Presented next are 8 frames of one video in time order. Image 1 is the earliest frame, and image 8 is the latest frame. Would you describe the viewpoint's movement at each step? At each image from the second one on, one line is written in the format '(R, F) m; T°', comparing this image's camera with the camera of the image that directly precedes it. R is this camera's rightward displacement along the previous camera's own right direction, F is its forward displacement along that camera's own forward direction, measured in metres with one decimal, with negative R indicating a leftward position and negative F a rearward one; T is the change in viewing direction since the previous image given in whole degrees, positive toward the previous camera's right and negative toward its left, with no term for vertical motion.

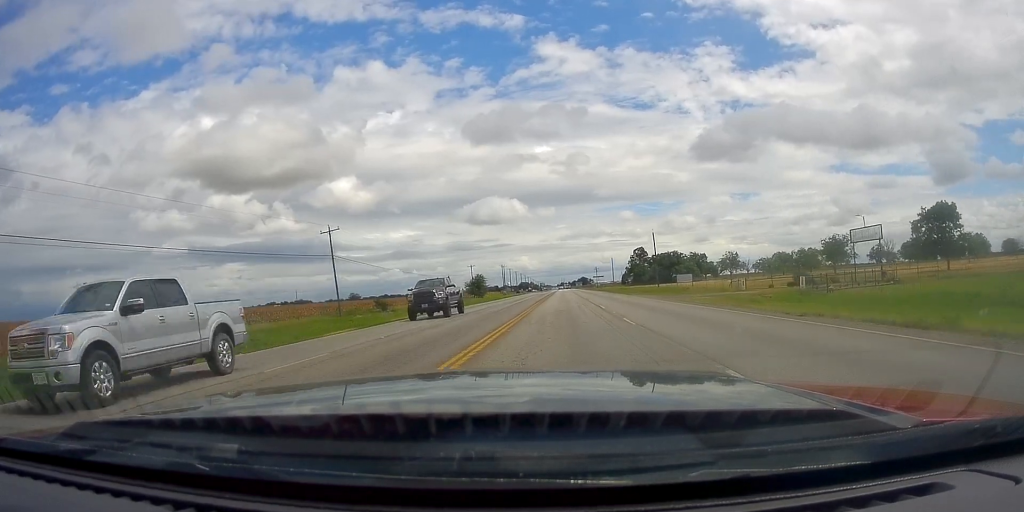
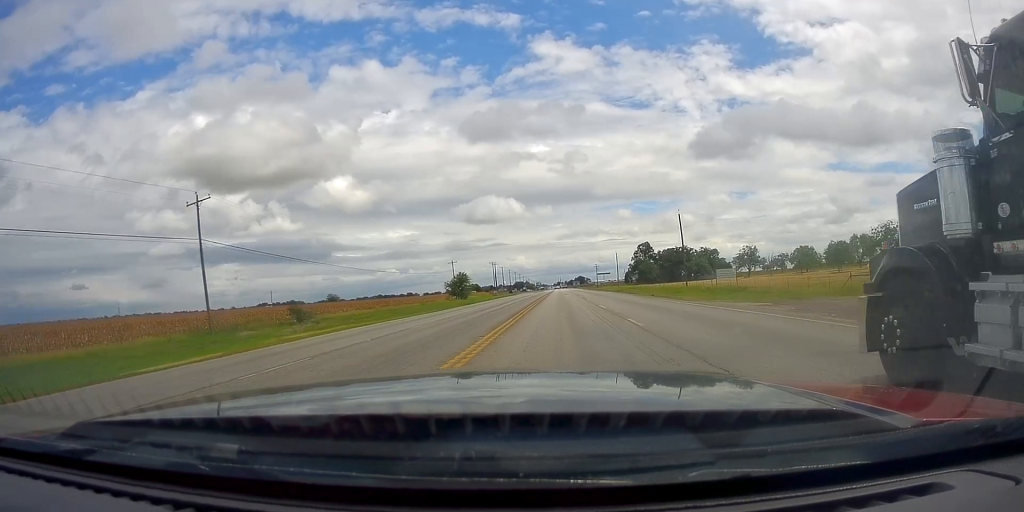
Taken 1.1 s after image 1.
(0.0, +26.4) m; +2°
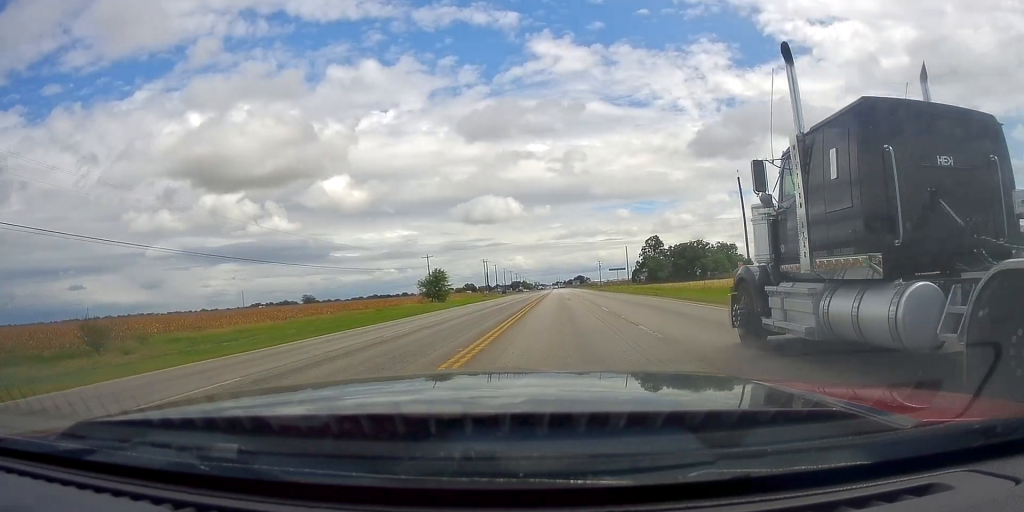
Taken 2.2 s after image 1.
(+0.9, +28.2) m; 0°
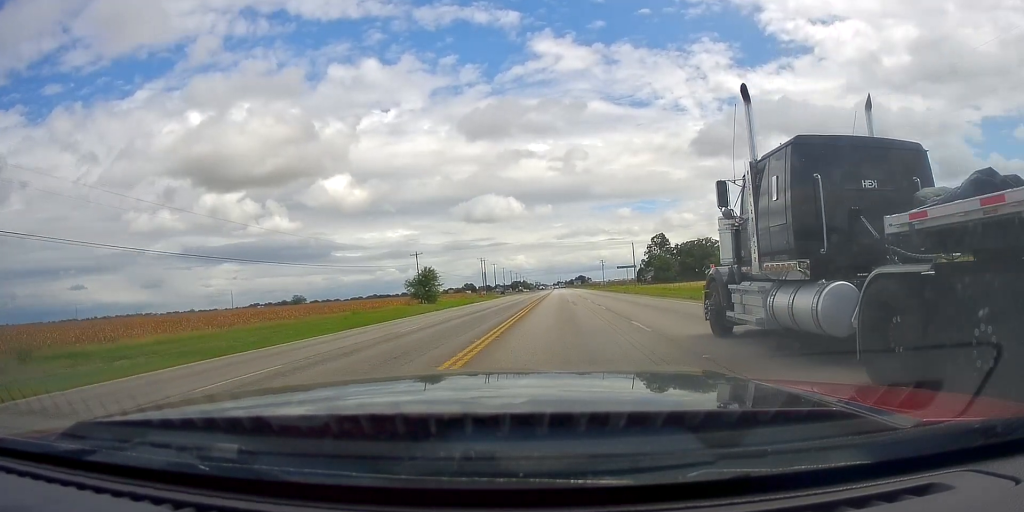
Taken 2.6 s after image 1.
(-0.4, +10.9) m; -1°
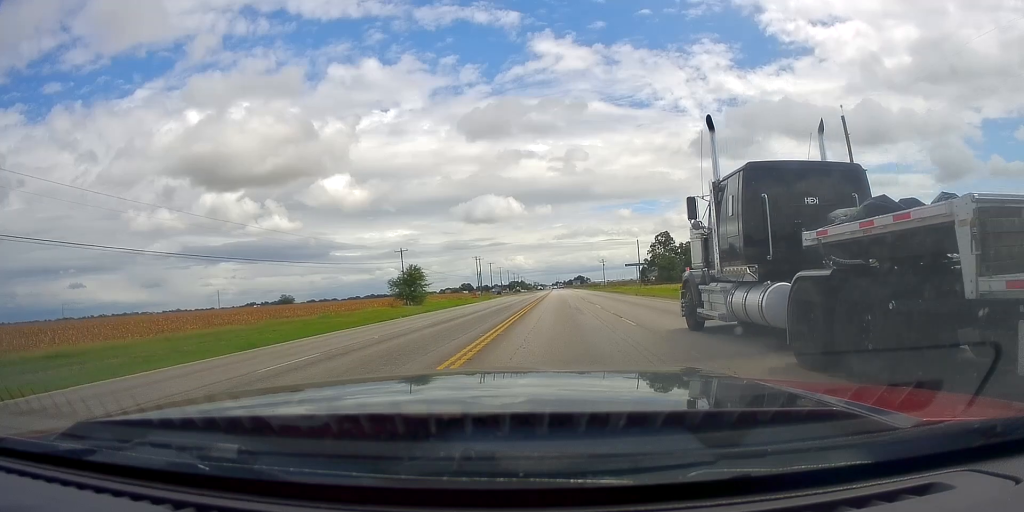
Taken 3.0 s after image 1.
(-0.2, +10.5) m; -1°
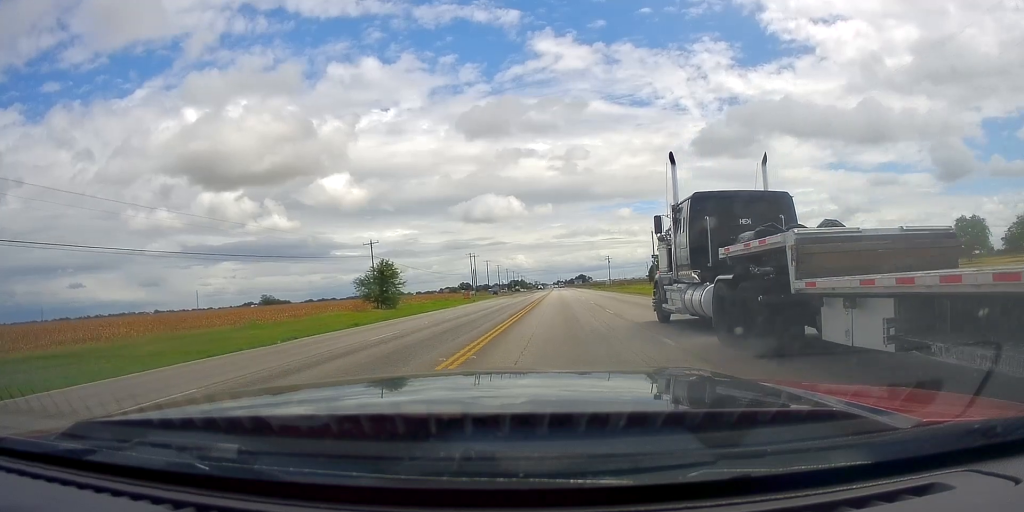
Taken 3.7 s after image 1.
(-0.1, +17.9) m; 0°
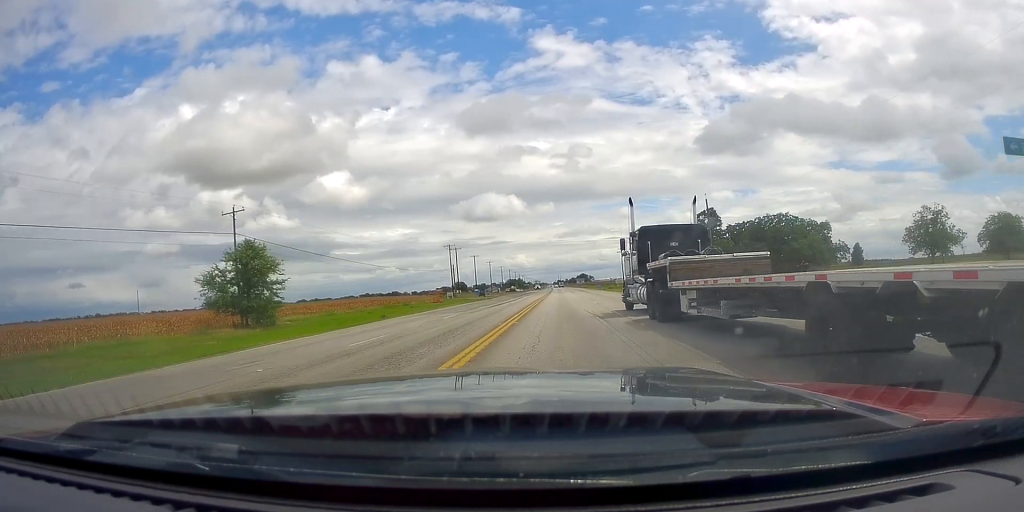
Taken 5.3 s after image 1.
(+0.5, +39.5) m; 0°
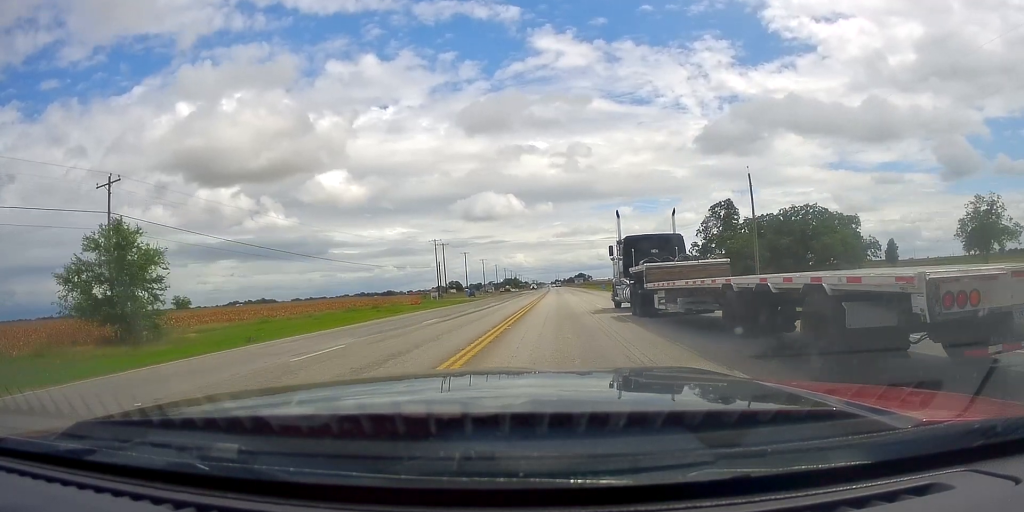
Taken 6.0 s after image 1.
(-0.3, +16.4) m; -1°
